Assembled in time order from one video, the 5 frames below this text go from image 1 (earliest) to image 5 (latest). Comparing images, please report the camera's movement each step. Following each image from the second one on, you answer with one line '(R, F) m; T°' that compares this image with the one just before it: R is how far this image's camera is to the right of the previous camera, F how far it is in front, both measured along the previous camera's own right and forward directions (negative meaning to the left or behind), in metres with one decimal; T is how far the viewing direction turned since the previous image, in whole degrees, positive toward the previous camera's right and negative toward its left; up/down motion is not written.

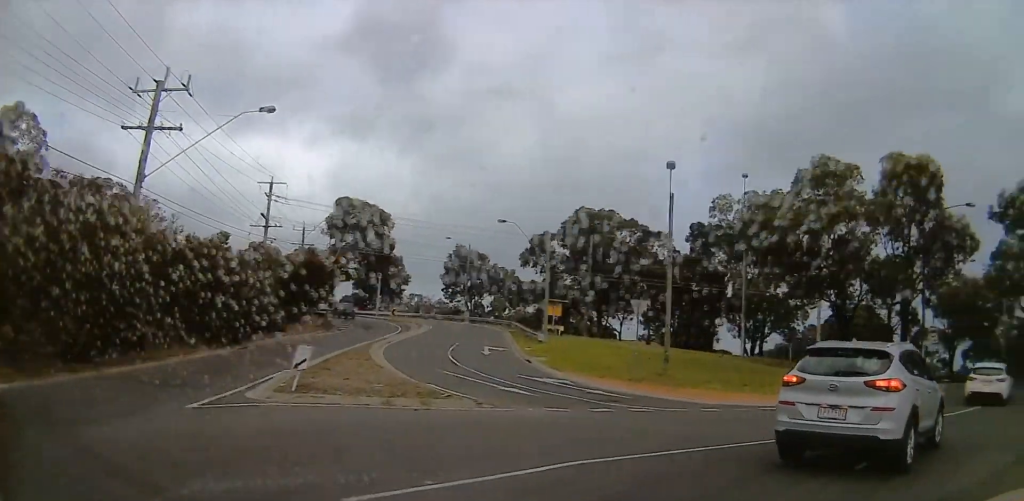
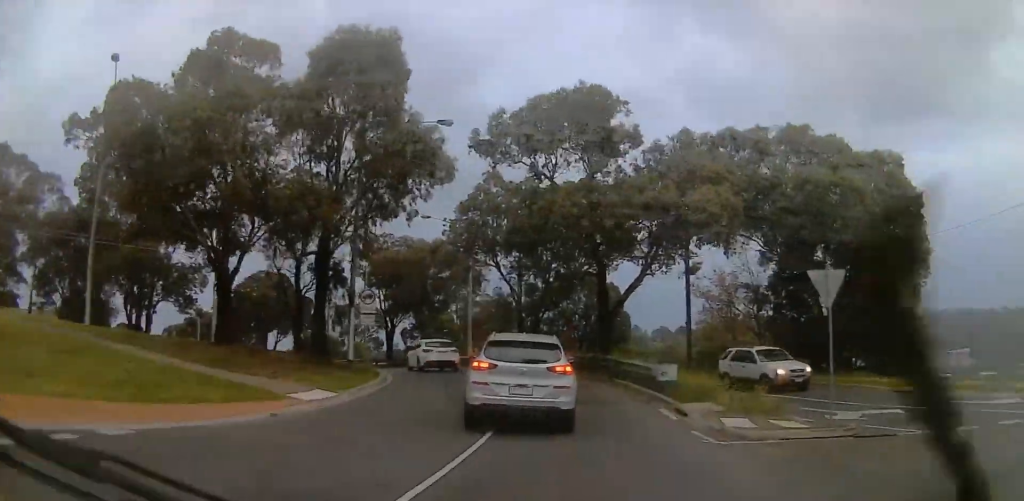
(+6.8, +9.5) m; +57°
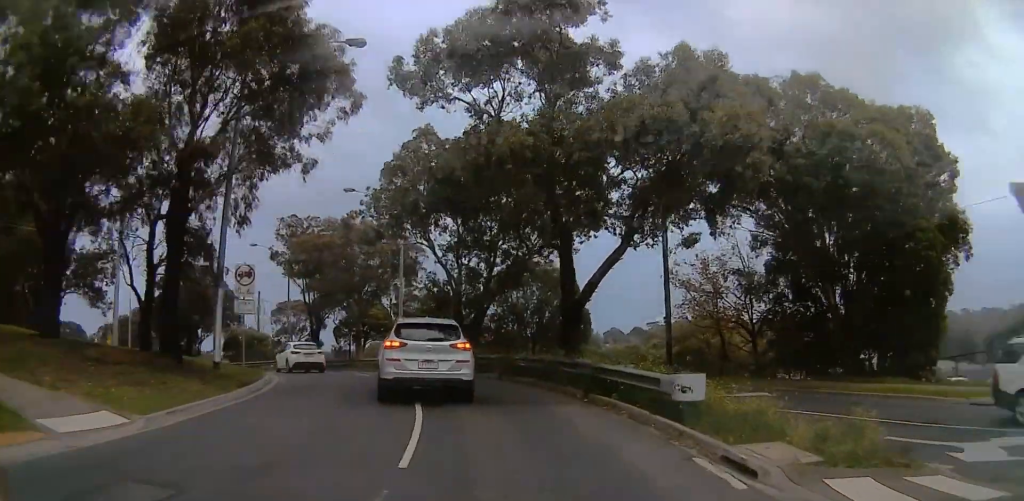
(+0.5, +6.6) m; 0°
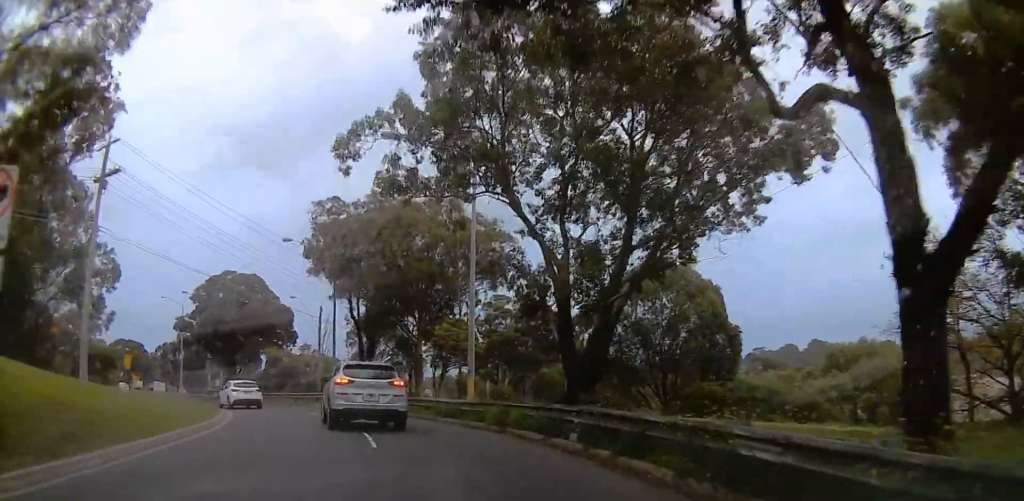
(-1.9, +11.8) m; -5°
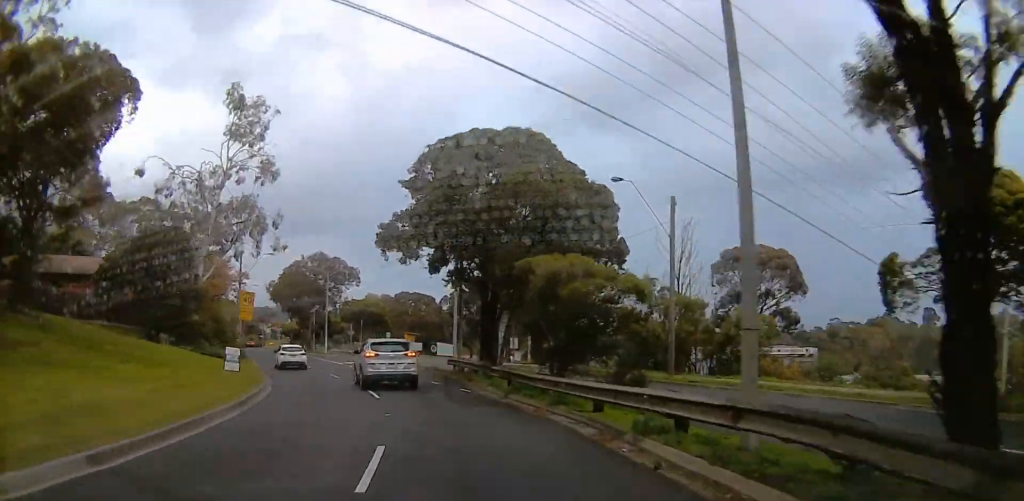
(-5.9, +26.9) m; -32°
